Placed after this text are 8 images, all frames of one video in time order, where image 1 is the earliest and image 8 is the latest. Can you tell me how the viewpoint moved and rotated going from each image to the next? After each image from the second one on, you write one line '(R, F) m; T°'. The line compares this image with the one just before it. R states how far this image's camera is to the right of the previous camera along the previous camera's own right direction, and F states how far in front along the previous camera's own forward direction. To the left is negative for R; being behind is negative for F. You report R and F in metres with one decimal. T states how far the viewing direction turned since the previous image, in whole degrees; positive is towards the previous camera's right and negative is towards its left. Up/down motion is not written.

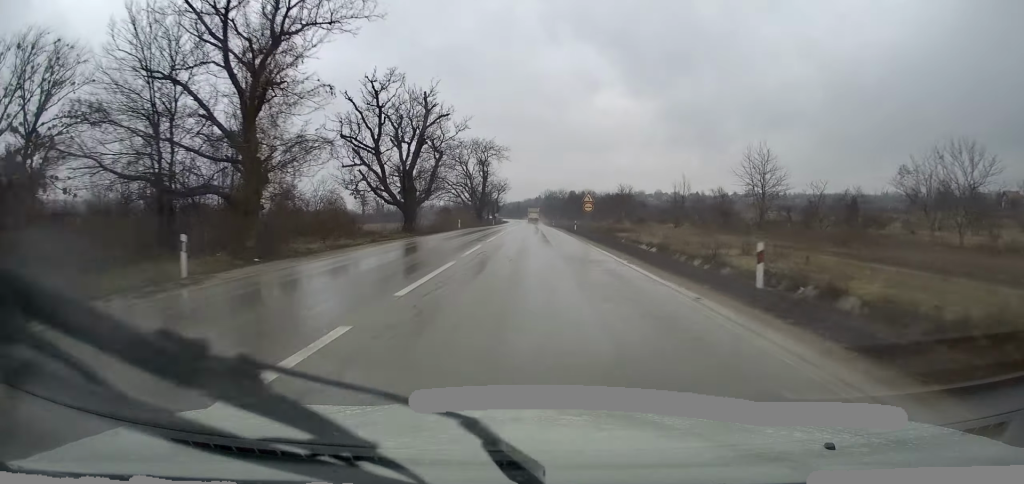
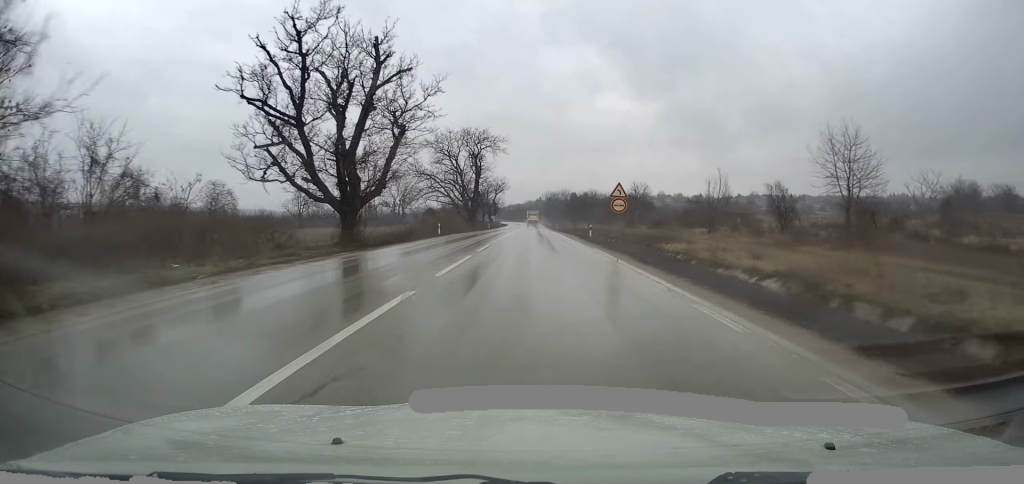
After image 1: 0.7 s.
(0.0, +14.3) m; 0°
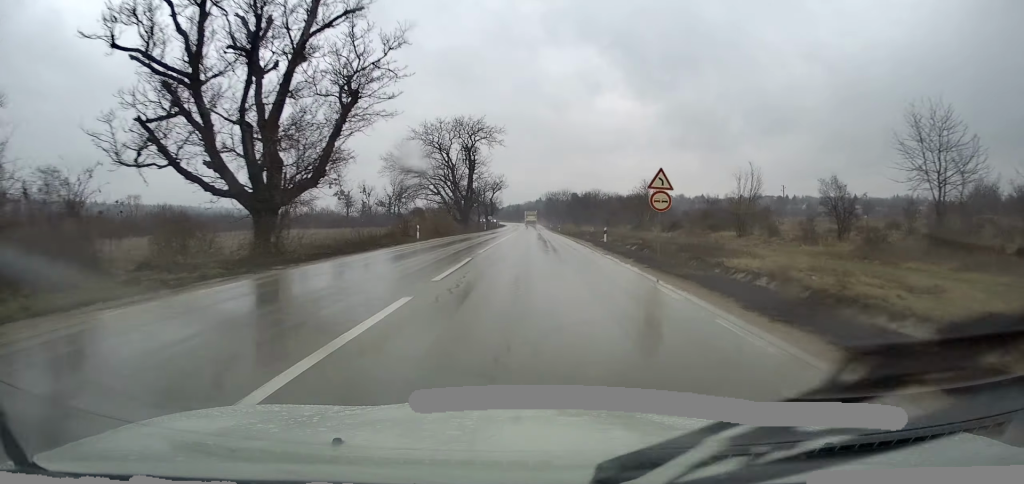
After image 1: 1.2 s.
(0.0, +9.0) m; 0°
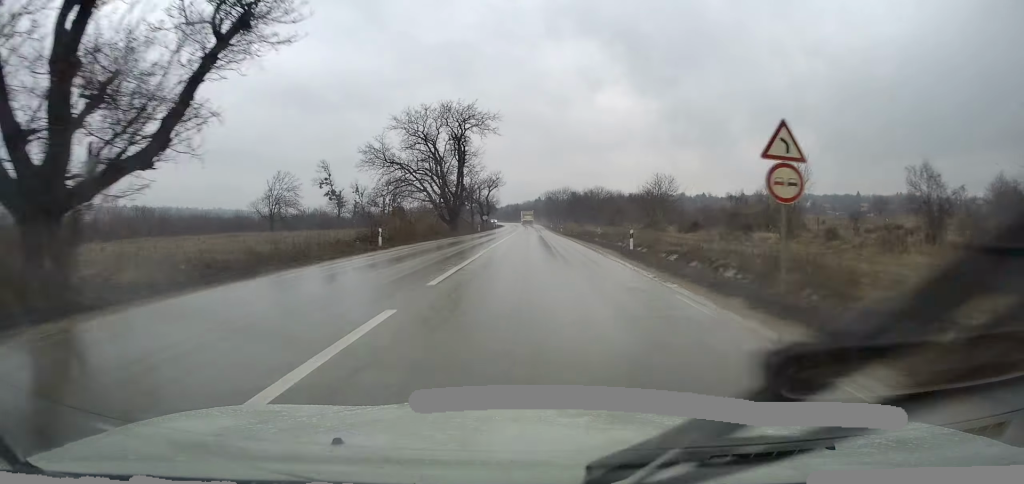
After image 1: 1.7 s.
(0.0, +9.7) m; 0°
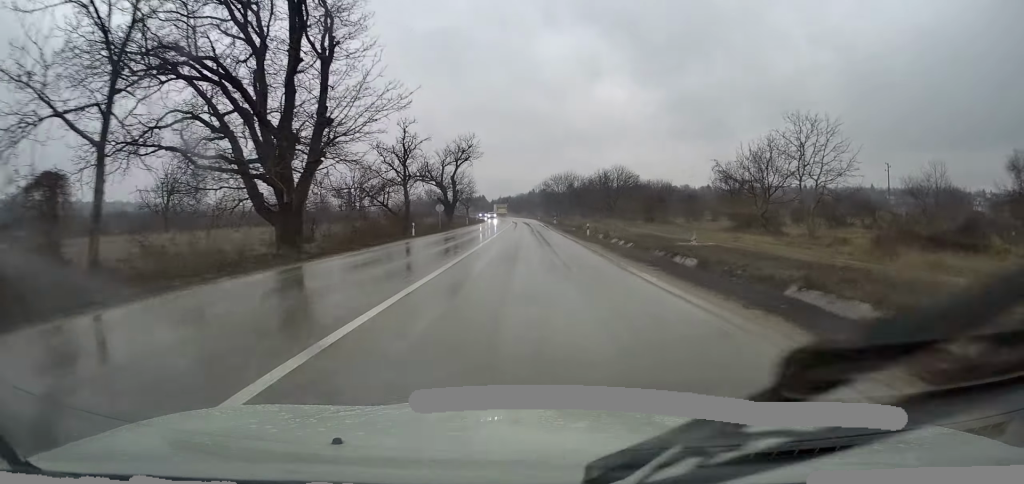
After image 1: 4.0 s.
(+0.1, +44.7) m; +1°
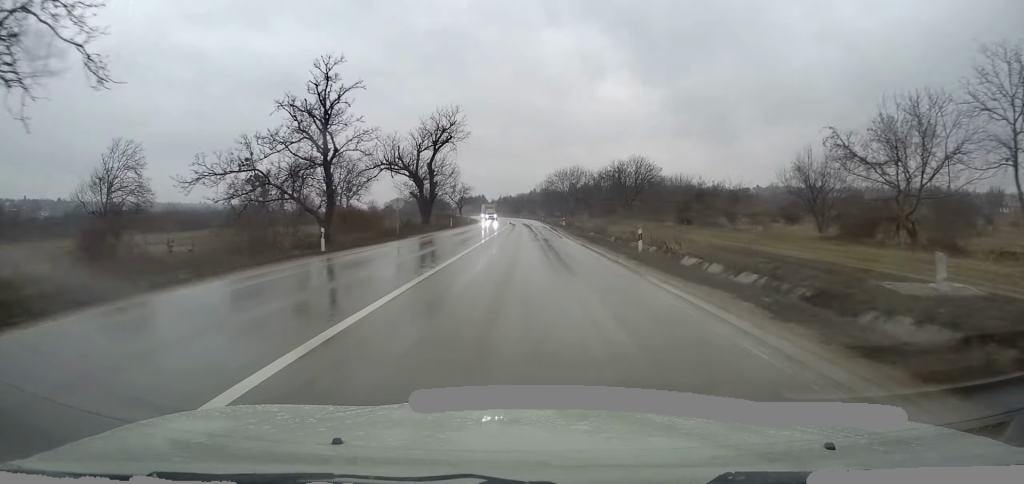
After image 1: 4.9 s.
(0.0, +18.4) m; 0°
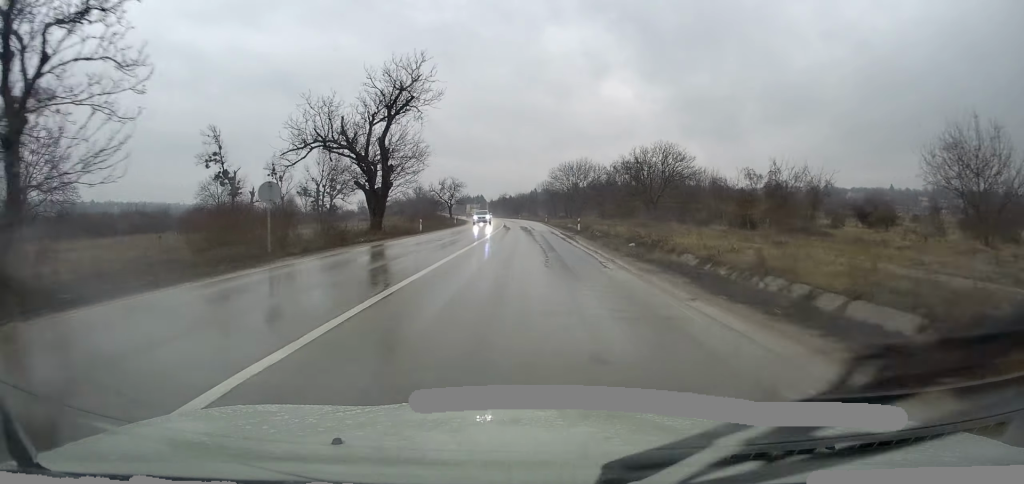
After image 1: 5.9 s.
(-0.1, +19.0) m; 0°
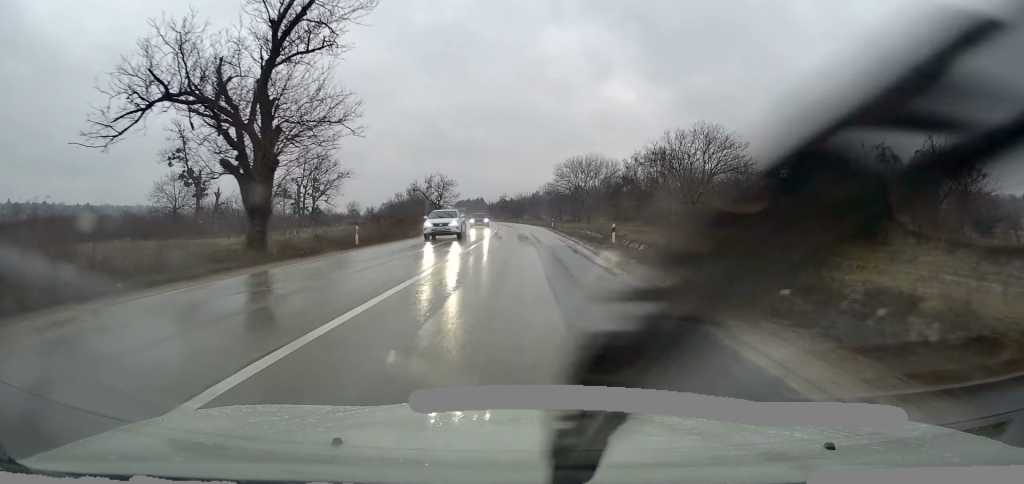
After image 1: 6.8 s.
(0.0, +18.2) m; 0°
